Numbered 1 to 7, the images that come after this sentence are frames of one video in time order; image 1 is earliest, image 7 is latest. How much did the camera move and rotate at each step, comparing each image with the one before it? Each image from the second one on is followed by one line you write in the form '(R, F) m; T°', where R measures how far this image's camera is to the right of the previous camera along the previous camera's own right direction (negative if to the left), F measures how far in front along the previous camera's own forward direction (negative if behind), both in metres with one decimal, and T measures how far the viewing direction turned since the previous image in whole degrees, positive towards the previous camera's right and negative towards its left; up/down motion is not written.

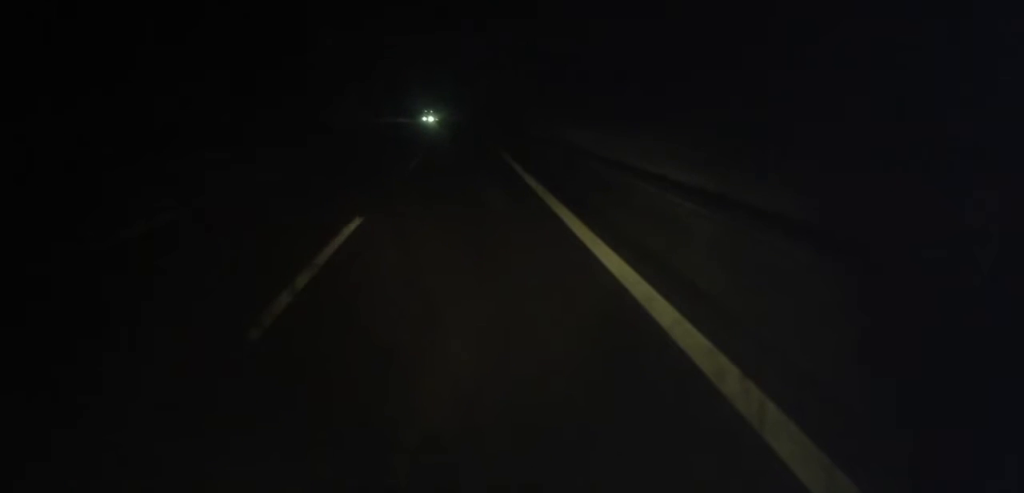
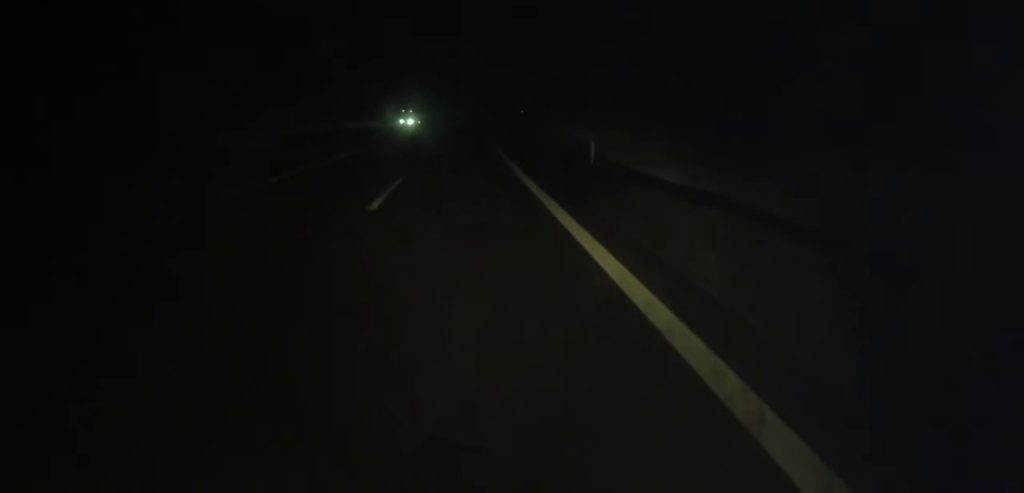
(+0.2, +28.1) m; +1°
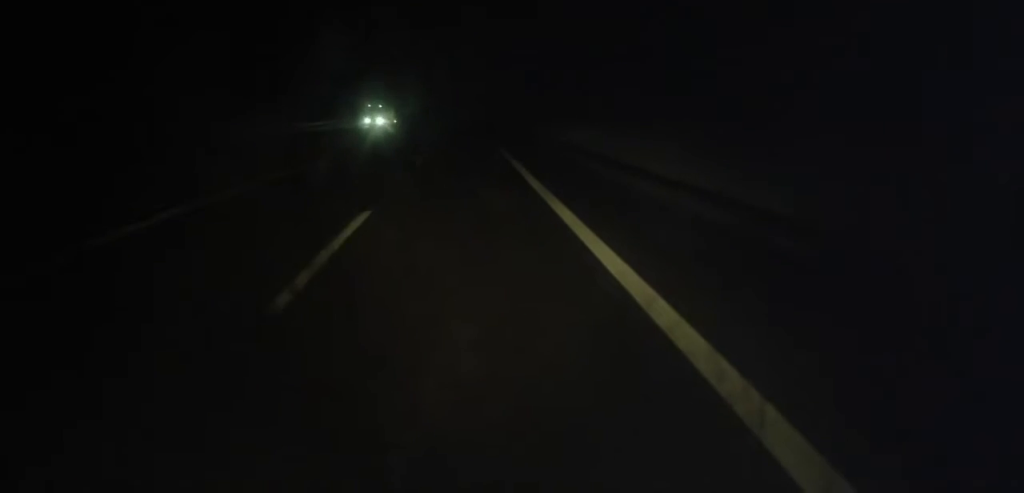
(+0.2, +24.9) m; 0°
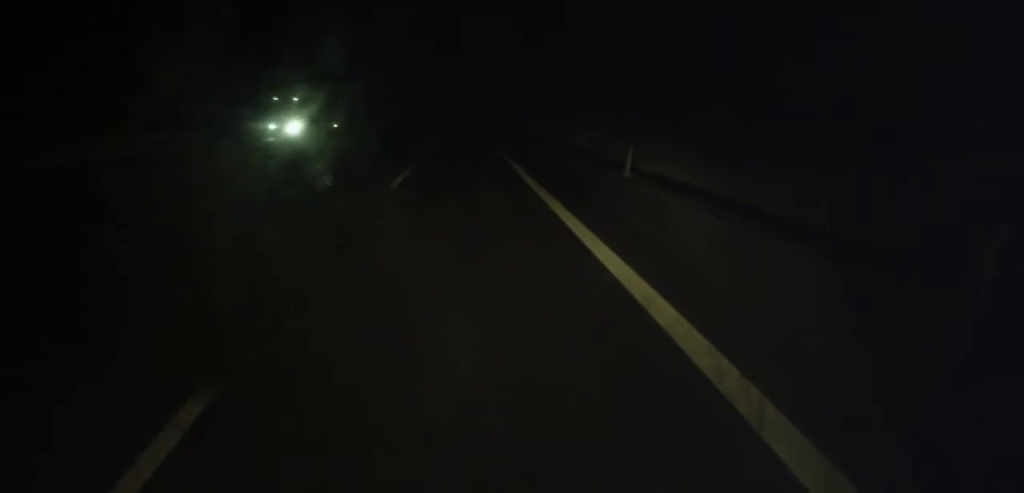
(0.0, +25.6) m; 0°
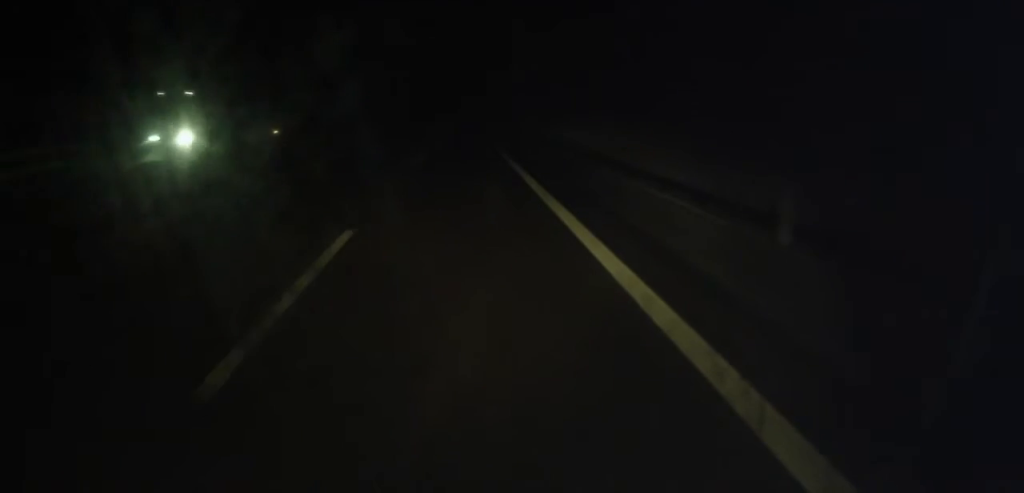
(0.0, +11.6) m; 0°
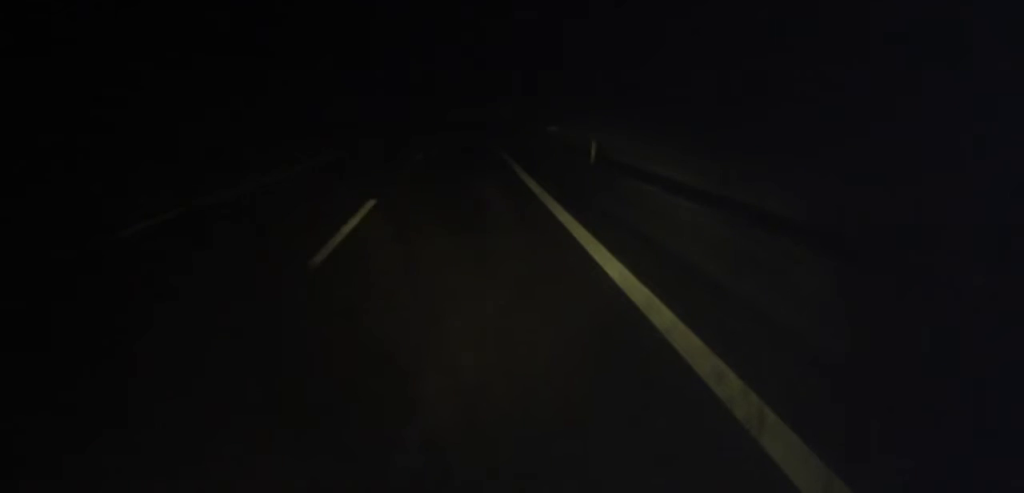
(0.0, +32.2) m; 0°
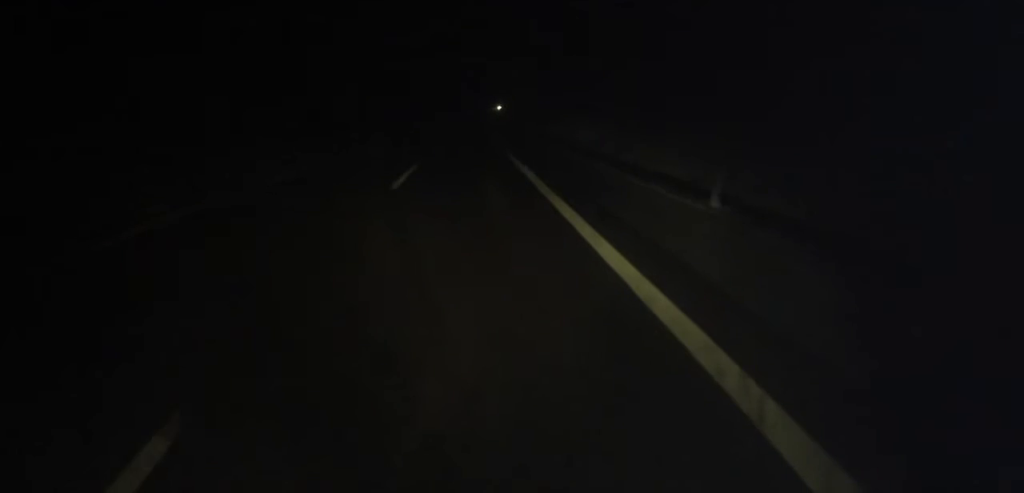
(+1.1, +62.7) m; +1°
